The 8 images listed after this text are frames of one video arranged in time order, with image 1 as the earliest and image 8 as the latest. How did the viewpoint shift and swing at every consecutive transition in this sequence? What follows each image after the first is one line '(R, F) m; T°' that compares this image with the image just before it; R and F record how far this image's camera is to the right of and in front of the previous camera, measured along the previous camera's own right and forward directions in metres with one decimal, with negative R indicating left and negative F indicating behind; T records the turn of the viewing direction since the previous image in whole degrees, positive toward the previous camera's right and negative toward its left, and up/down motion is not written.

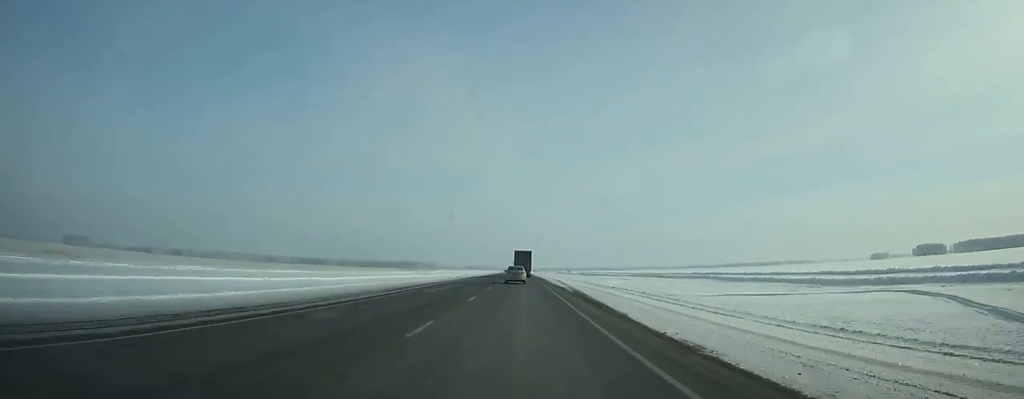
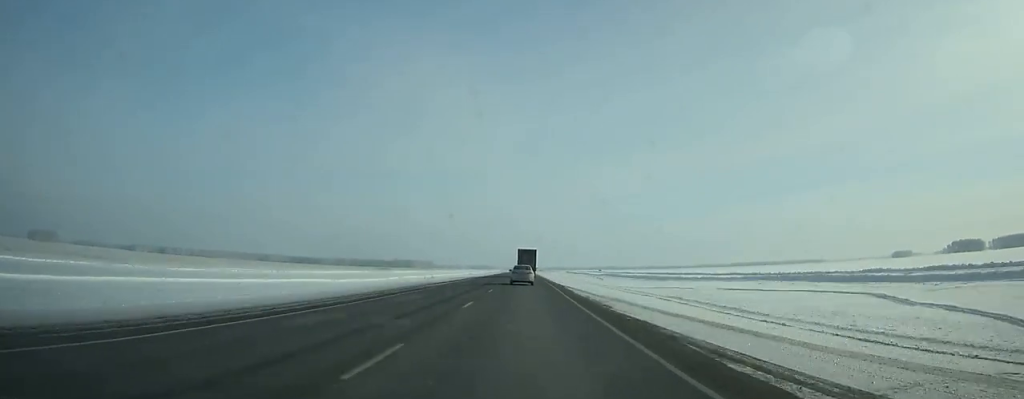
(-0.5, +98.8) m; 0°
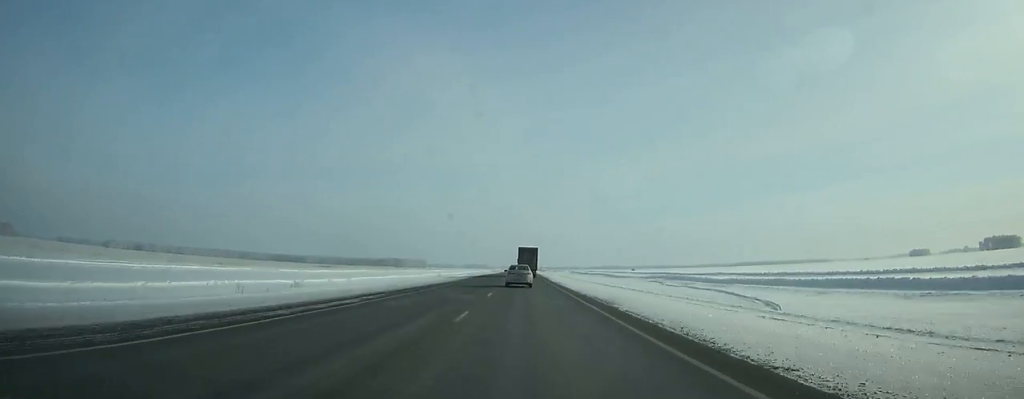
(+0.2, +99.8) m; 0°
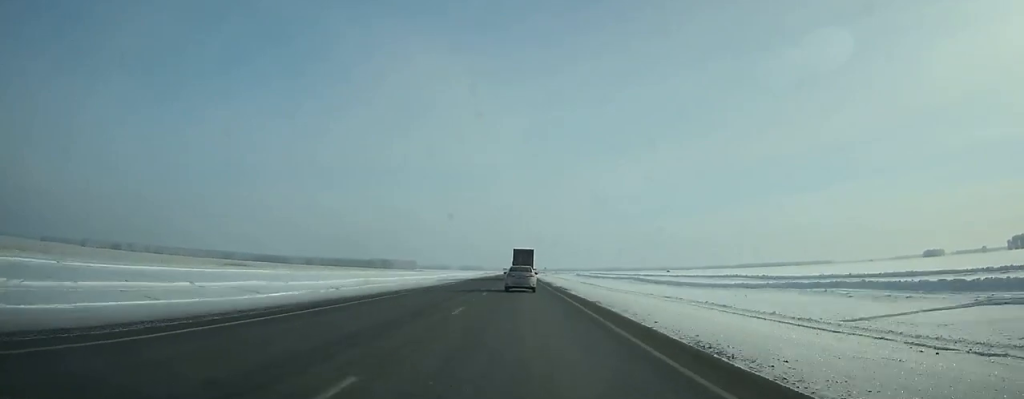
(+0.1, +80.1) m; 0°
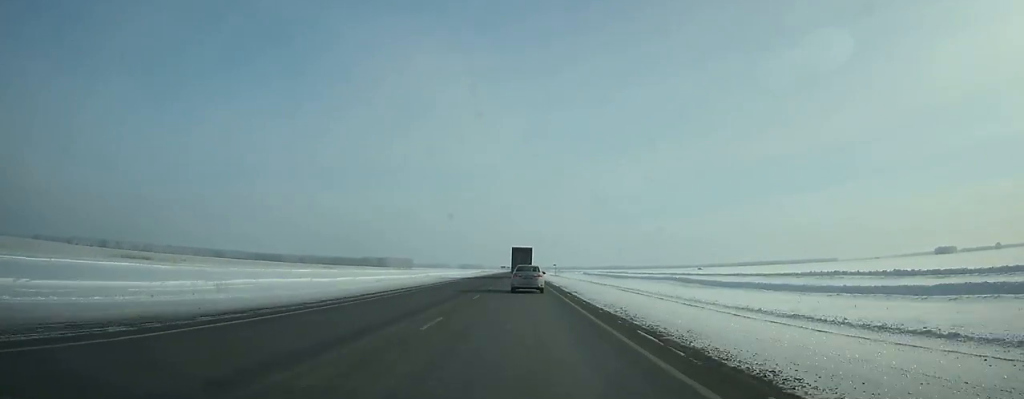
(-0.1, +51.6) m; 0°
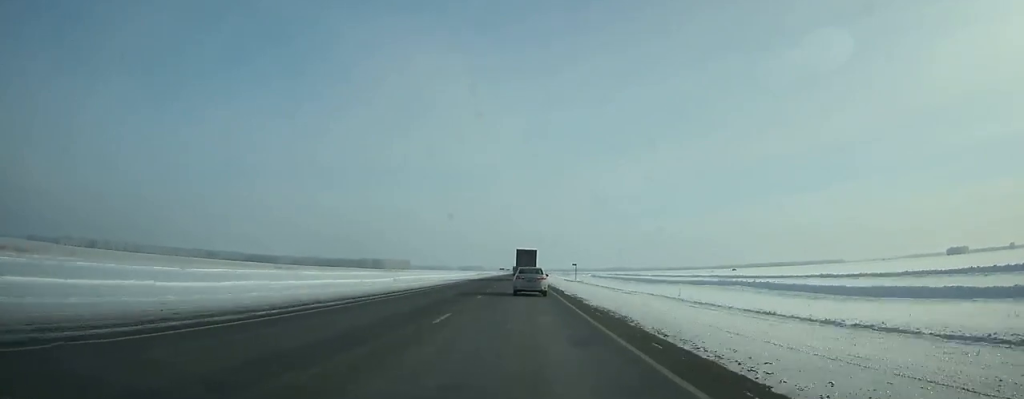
(-0.1, +46.3) m; 0°
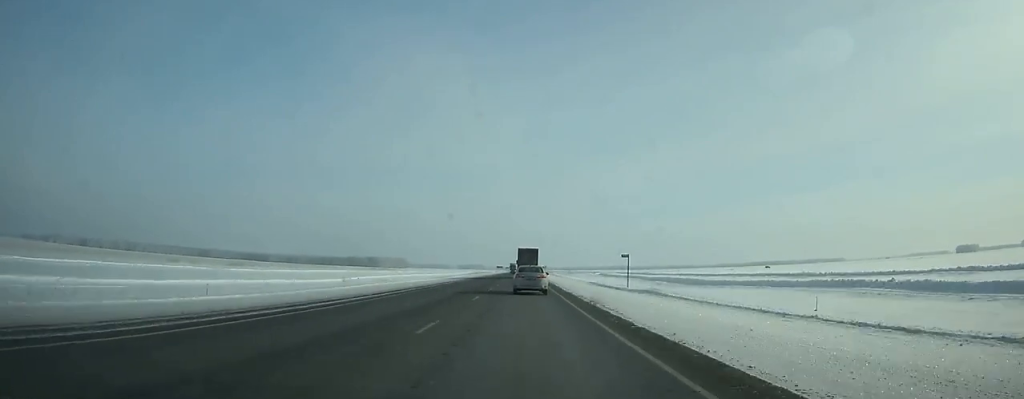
(+0.1, +38.6) m; 0°
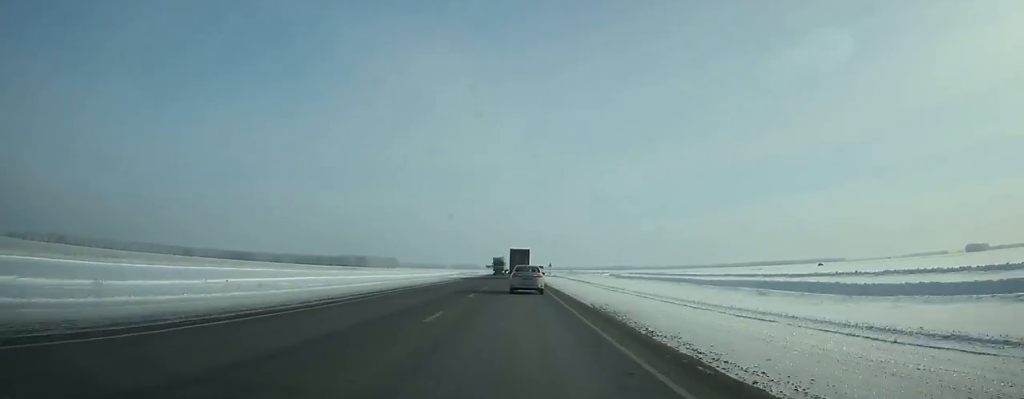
(0.0, +57.7) m; 0°
